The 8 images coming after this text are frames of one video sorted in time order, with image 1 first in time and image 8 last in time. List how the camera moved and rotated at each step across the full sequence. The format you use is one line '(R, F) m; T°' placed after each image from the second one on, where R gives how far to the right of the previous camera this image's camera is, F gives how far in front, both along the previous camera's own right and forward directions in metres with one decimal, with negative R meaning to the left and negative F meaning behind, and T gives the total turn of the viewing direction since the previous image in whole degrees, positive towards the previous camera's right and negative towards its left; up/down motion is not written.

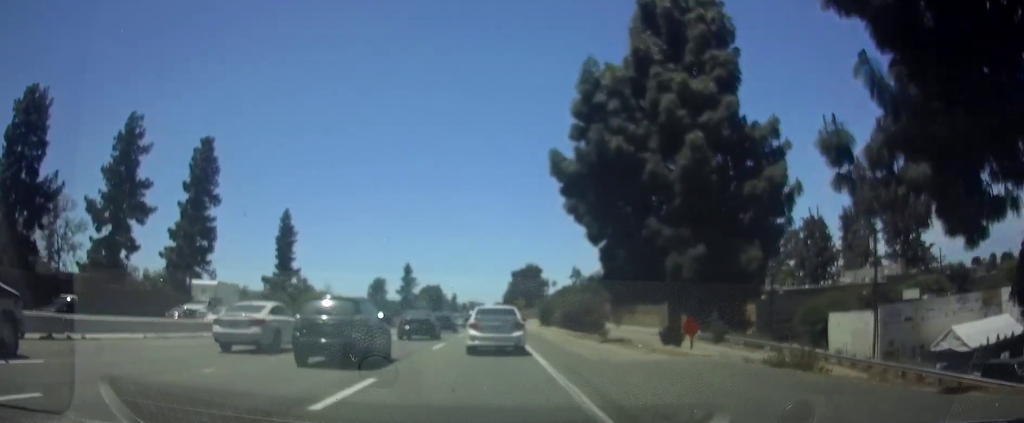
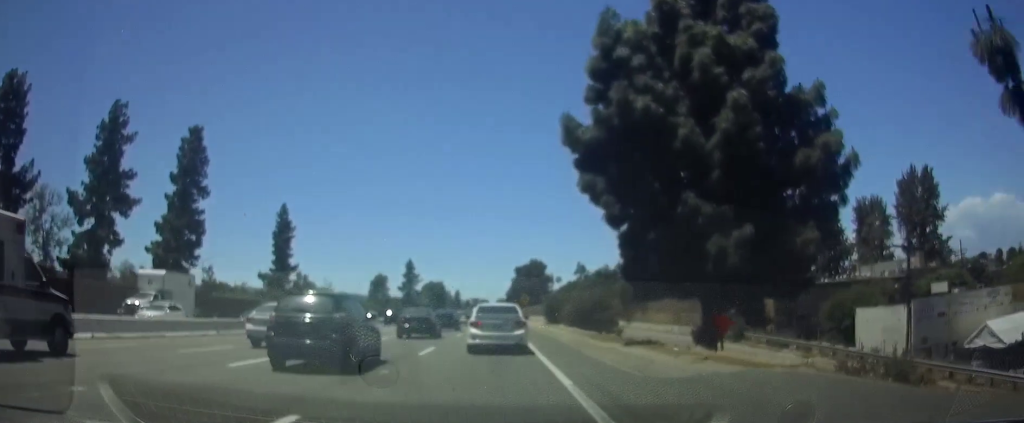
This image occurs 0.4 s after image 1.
(+0.1, +4.6) m; 0°
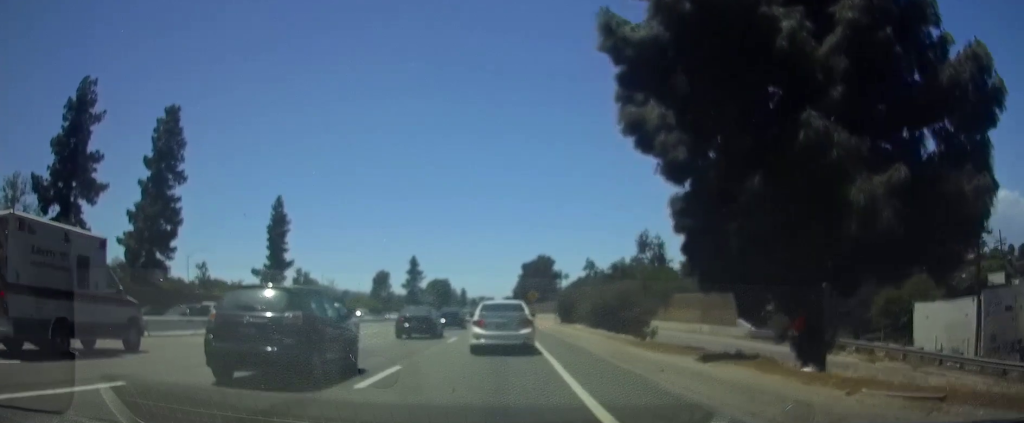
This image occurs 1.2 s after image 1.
(0.0, +8.1) m; -1°
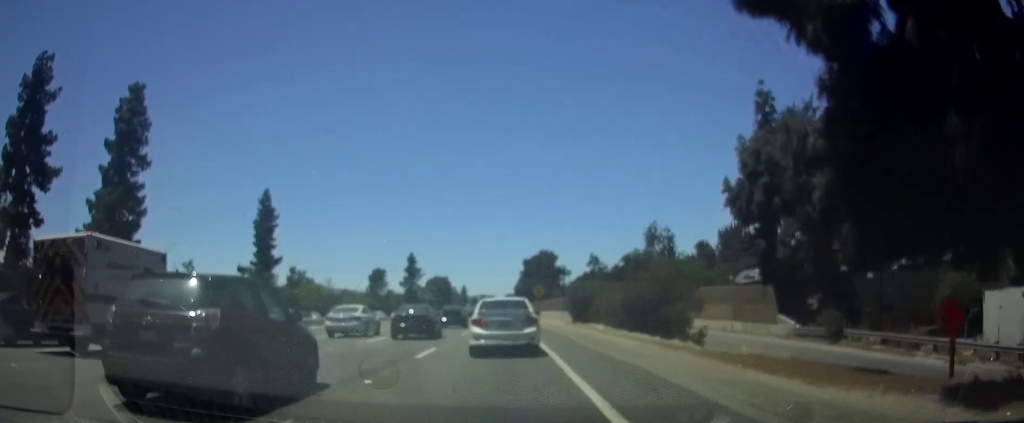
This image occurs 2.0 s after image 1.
(-0.2, +8.4) m; -1°
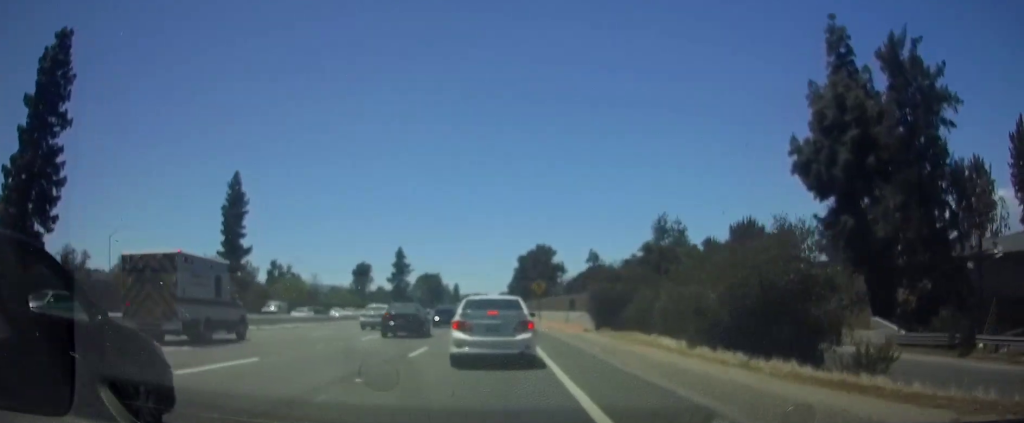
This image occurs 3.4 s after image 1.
(+0.2, +13.5) m; +2°
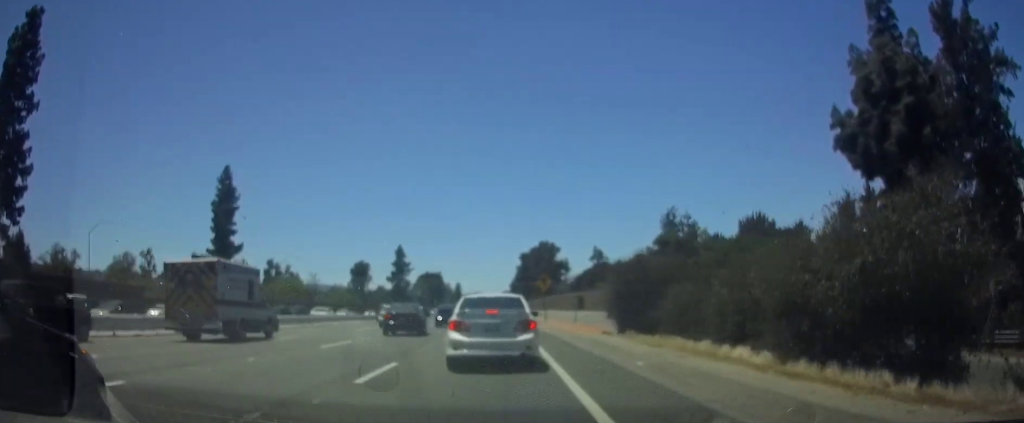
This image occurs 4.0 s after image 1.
(+0.1, +5.5) m; +1°
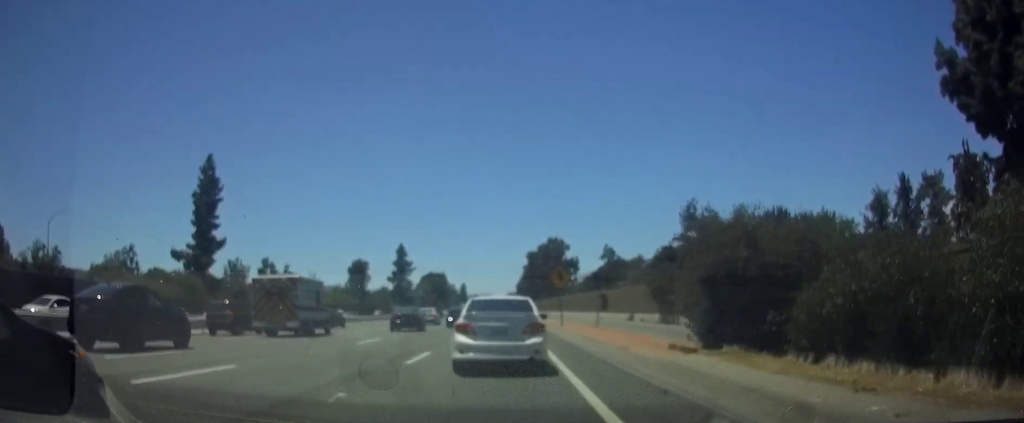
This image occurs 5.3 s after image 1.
(-0.3, +10.7) m; -3°
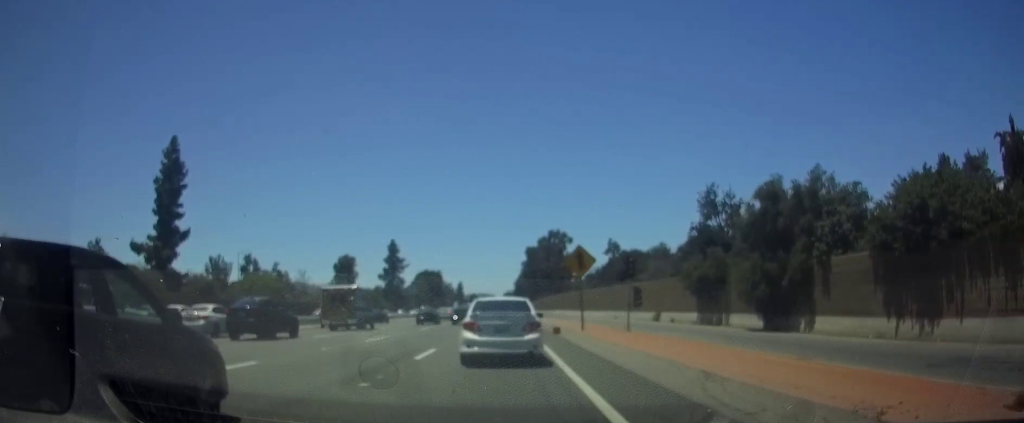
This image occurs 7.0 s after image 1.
(-0.2, +13.8) m; 0°
